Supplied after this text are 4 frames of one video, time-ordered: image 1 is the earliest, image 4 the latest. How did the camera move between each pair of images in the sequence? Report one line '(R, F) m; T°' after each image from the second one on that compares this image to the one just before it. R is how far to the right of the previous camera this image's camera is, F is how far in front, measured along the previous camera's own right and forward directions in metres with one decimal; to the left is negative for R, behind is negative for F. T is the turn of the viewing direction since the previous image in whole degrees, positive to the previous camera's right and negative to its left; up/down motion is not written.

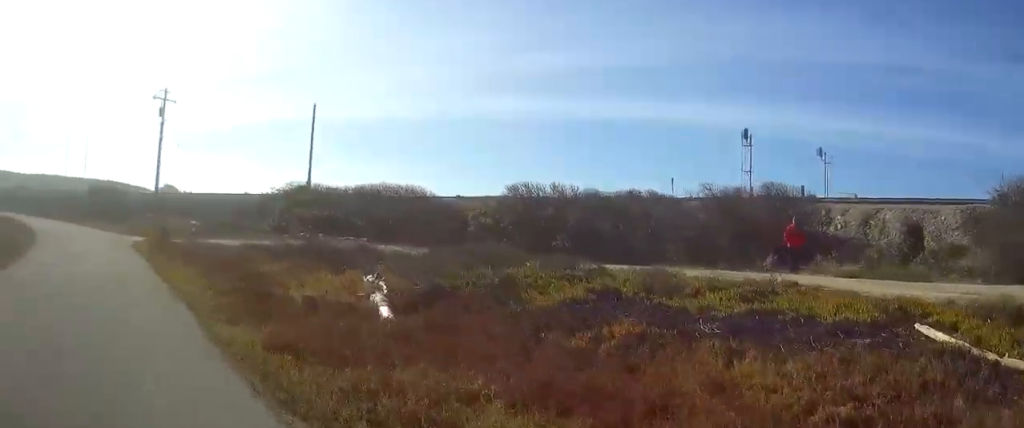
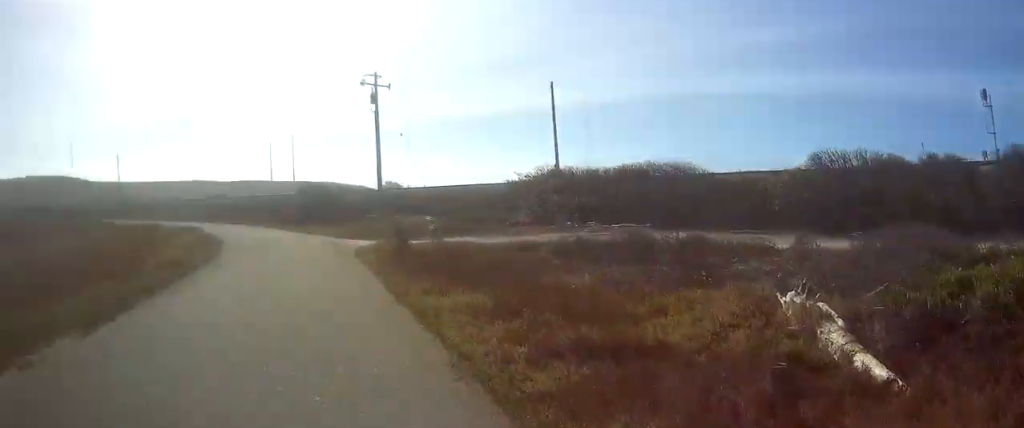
(-0.1, +6.3) m; -2°
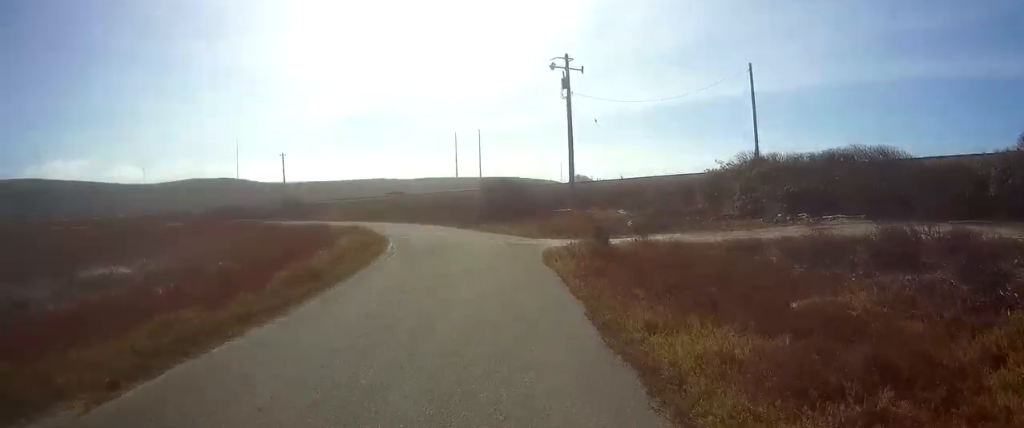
(-0.1, +4.0) m; -2°
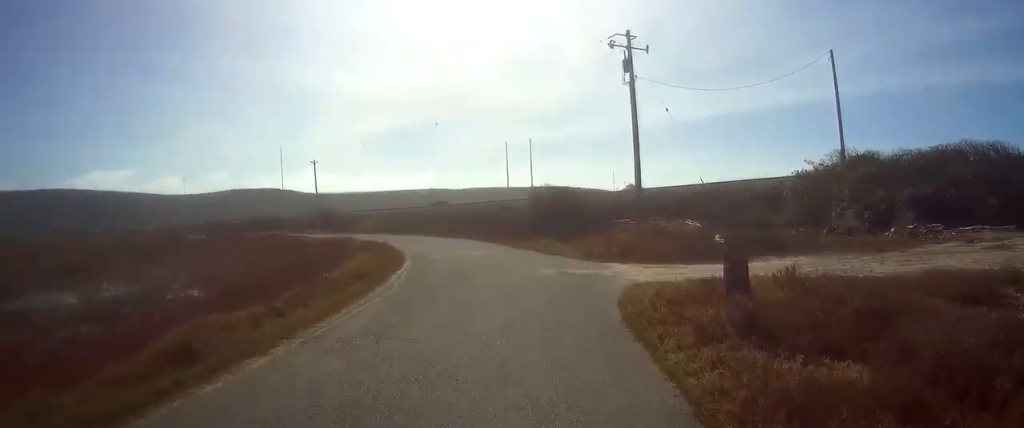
(-0.4, +8.6) m; -5°
